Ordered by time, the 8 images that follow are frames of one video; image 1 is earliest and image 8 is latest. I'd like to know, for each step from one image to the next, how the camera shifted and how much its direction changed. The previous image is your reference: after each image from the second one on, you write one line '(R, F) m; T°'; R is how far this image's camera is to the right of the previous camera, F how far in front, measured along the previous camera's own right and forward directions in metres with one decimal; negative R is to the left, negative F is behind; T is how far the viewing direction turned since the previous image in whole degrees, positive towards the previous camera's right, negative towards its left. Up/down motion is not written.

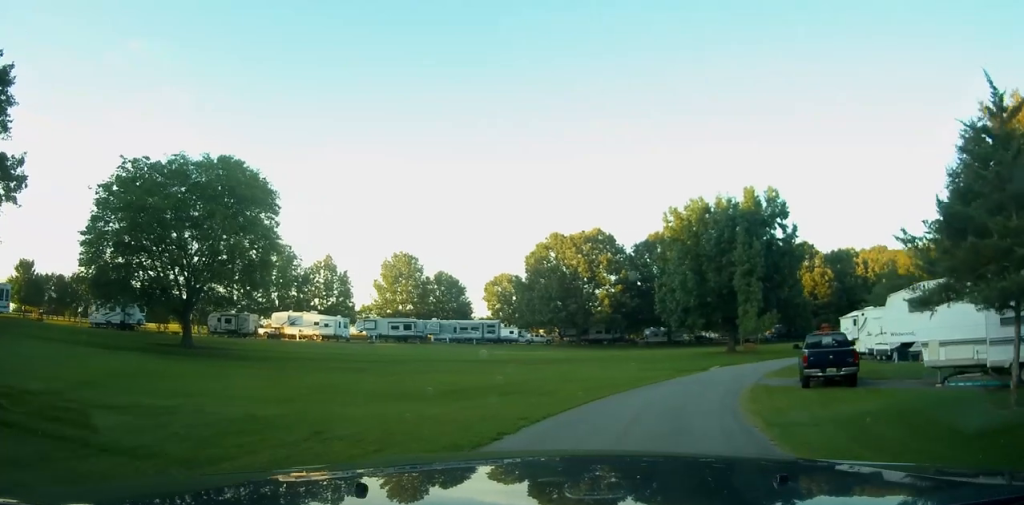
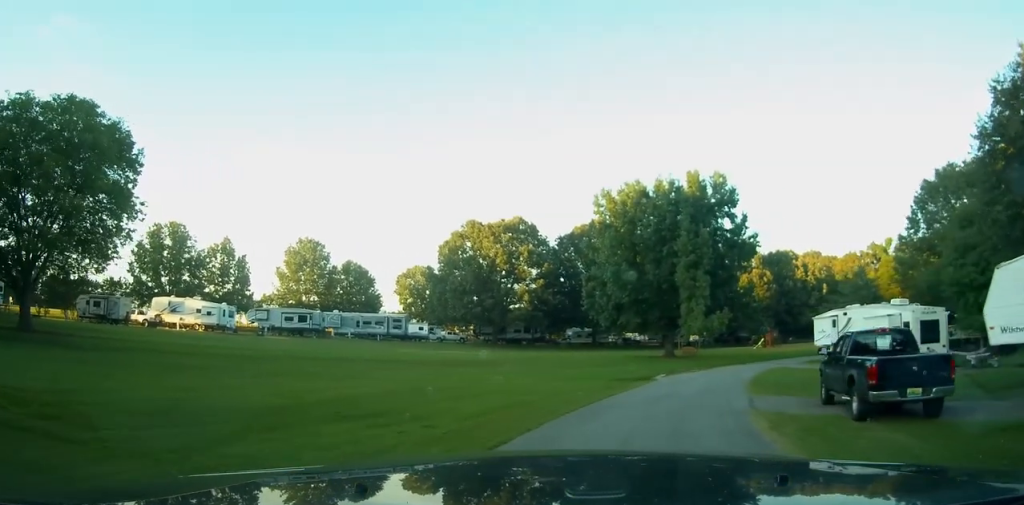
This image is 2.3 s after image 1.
(+0.8, +9.3) m; +9°
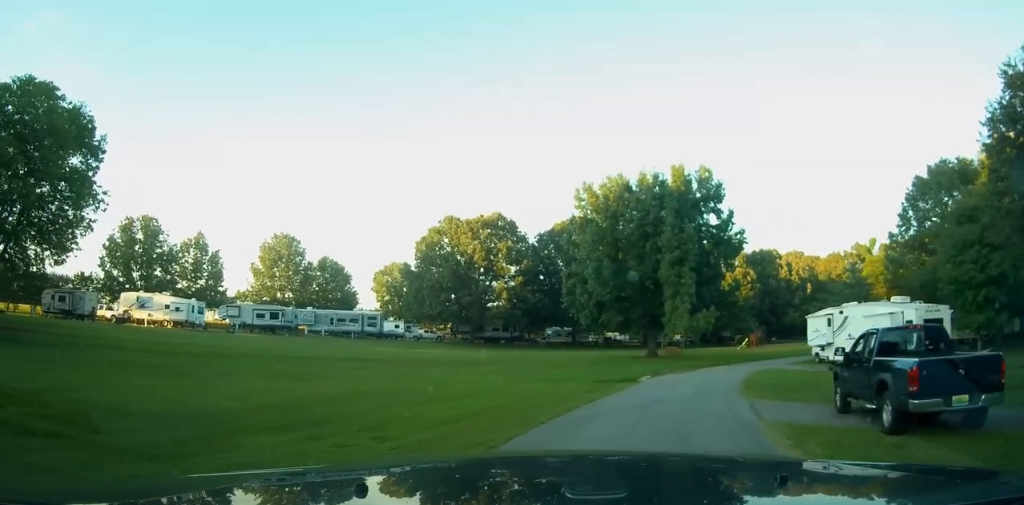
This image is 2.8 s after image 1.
(+0.1, +2.2) m; 0°
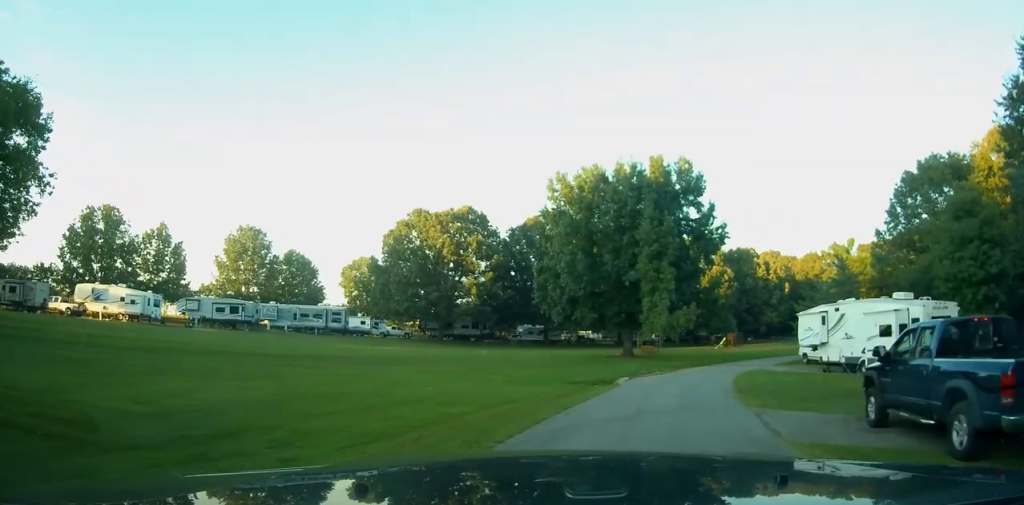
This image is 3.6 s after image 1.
(0.0, +3.1) m; +1°
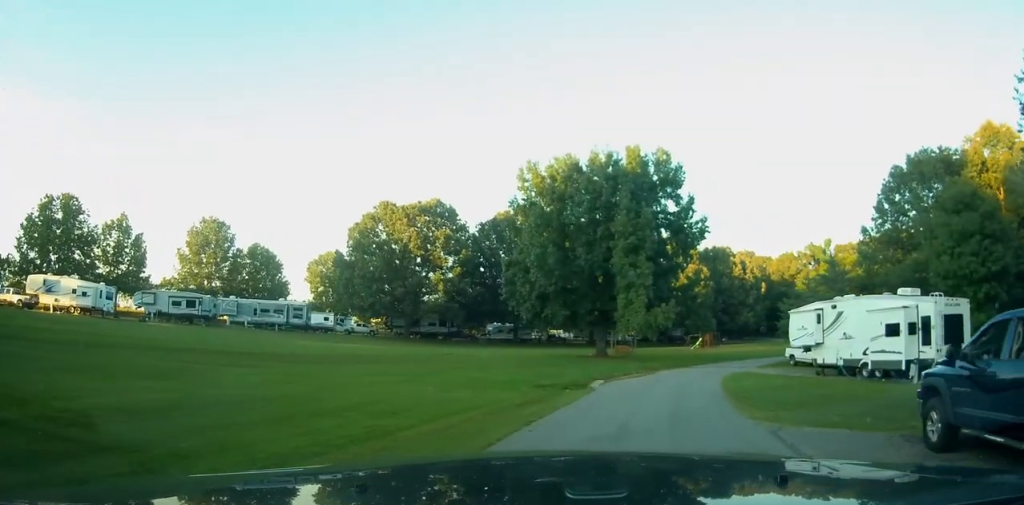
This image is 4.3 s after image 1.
(0.0, +3.2) m; +2°
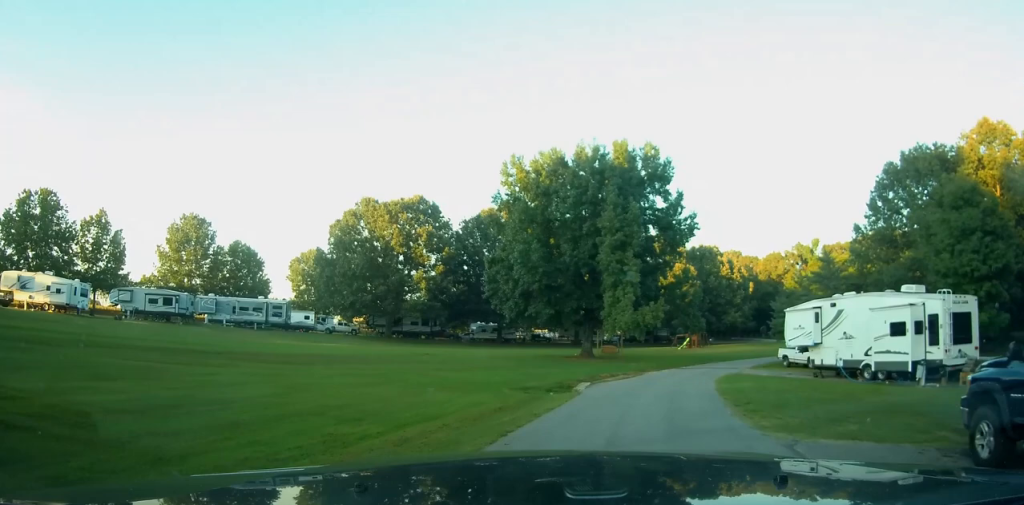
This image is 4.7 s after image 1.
(+0.1, +1.7) m; +2°
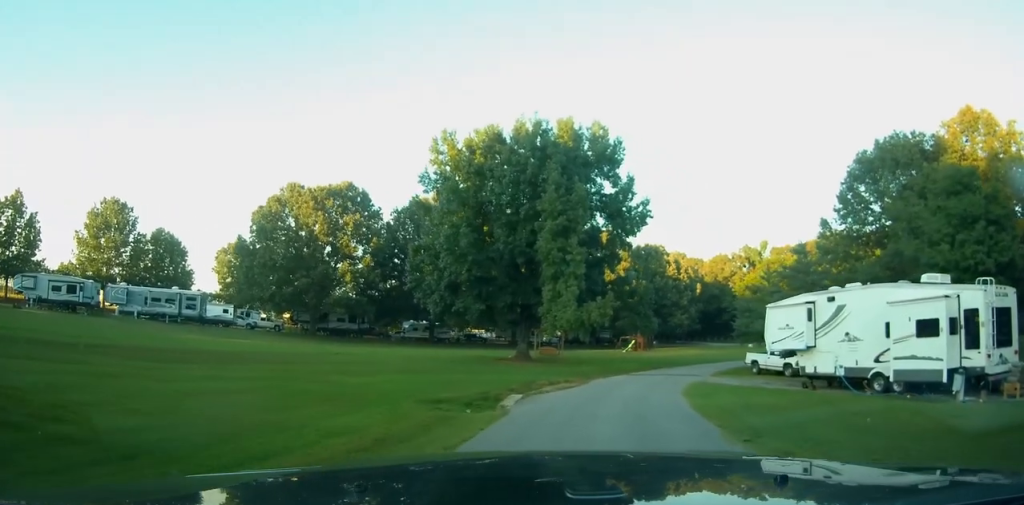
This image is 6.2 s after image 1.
(+0.3, +5.9) m; +9°
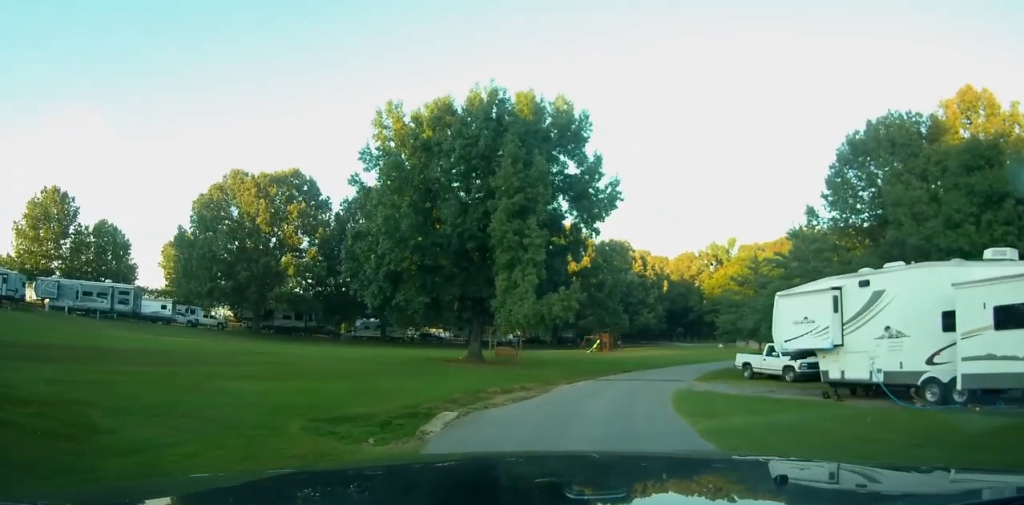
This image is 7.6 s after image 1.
(+0.4, +5.4) m; +3°
